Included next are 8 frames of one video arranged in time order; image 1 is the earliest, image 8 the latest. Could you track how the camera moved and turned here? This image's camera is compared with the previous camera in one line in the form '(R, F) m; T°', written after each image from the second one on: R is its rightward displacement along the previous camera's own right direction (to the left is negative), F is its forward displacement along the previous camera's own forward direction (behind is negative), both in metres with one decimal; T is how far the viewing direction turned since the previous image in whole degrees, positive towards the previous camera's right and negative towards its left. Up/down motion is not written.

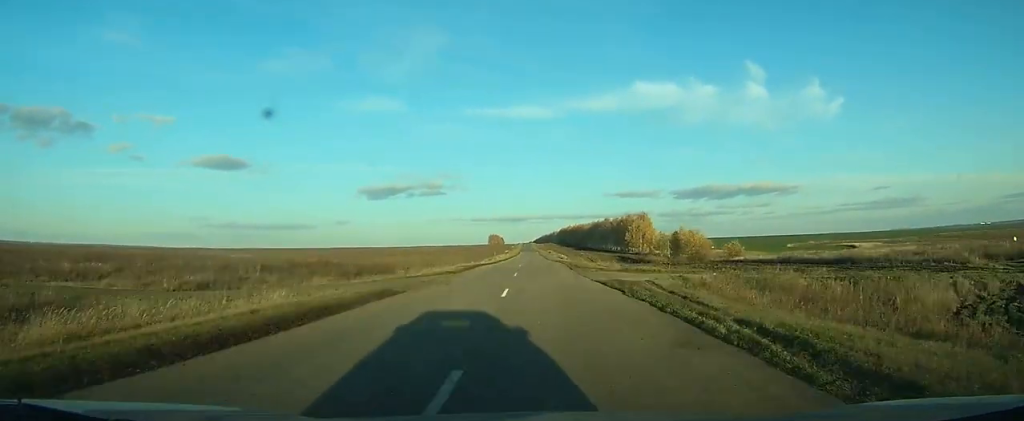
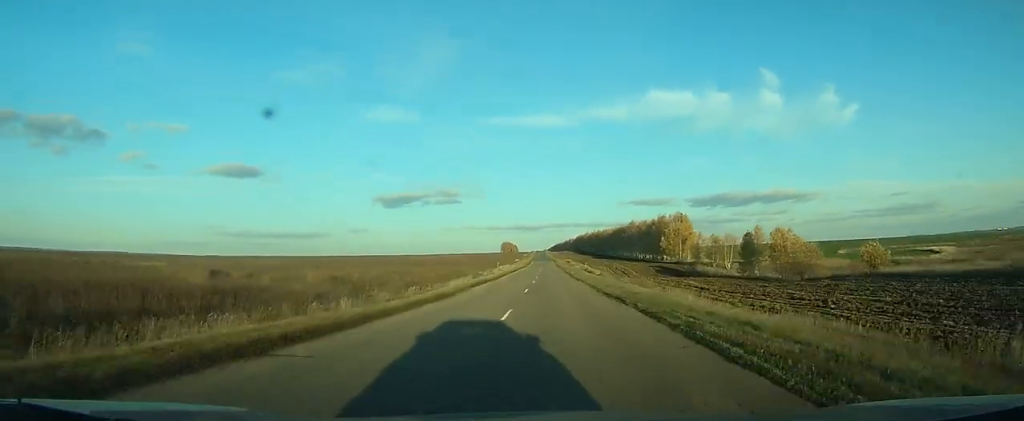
(-0.2, +39.3) m; -1°
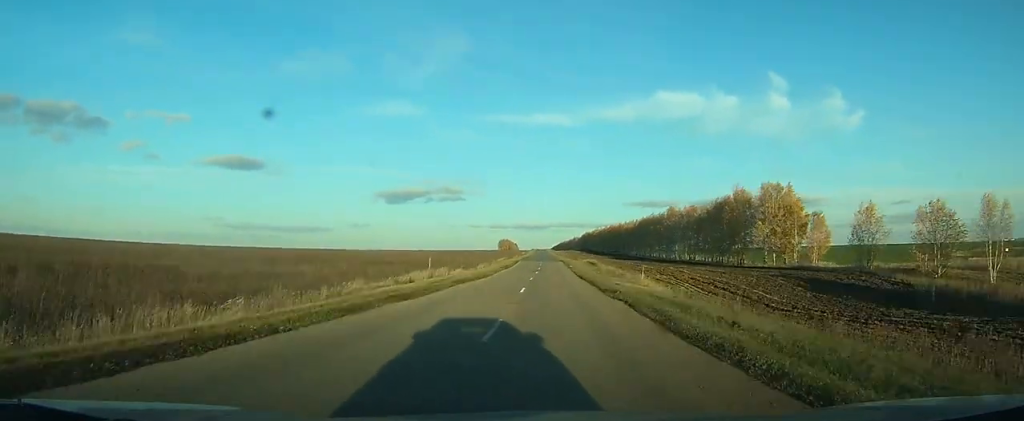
(-0.8, +76.6) m; -1°
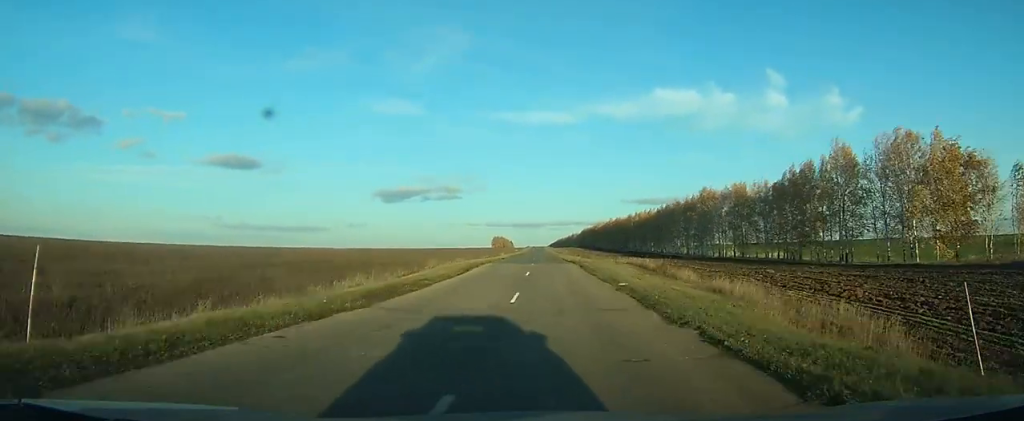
(-0.4, +41.0) m; 0°
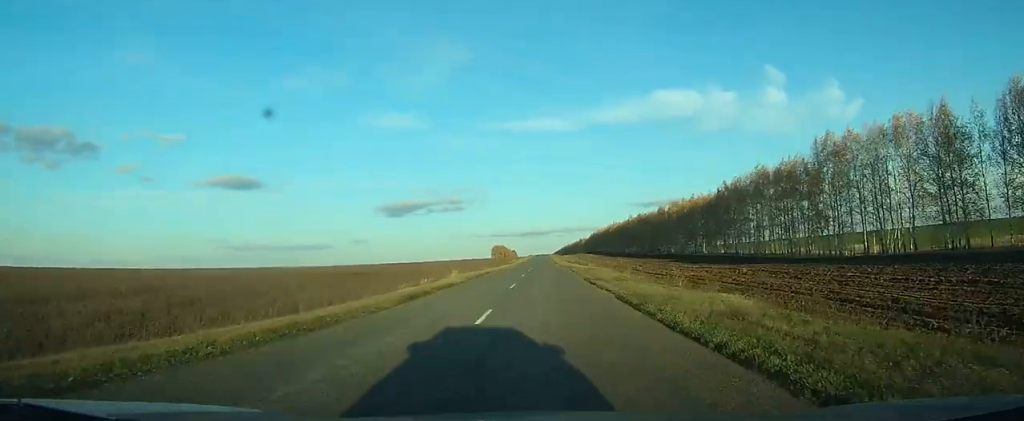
(+0.2, +61.6) m; 0°
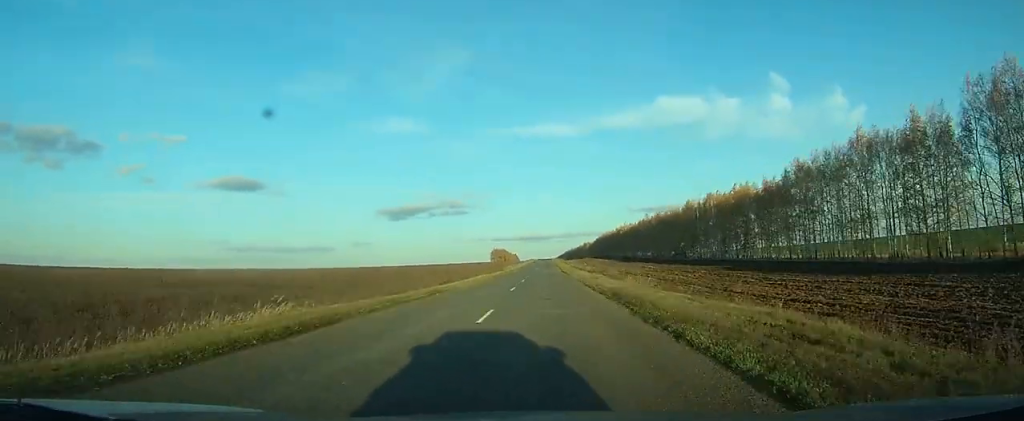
(+0.1, +36.2) m; 0°
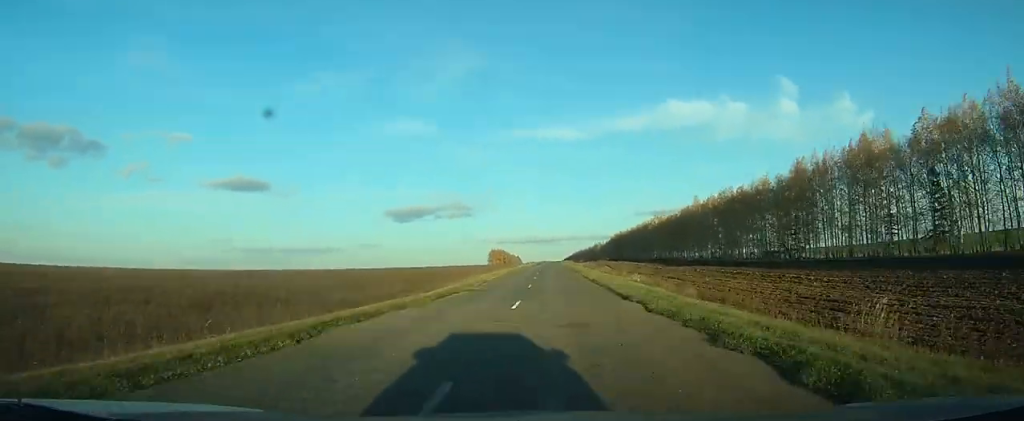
(-0.2, +69.8) m; 0°
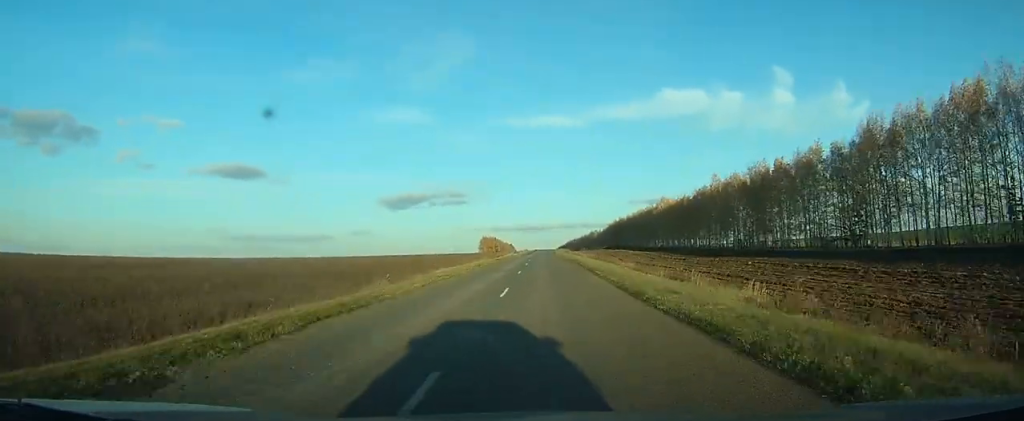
(+0.1, +23.7) m; 0°
